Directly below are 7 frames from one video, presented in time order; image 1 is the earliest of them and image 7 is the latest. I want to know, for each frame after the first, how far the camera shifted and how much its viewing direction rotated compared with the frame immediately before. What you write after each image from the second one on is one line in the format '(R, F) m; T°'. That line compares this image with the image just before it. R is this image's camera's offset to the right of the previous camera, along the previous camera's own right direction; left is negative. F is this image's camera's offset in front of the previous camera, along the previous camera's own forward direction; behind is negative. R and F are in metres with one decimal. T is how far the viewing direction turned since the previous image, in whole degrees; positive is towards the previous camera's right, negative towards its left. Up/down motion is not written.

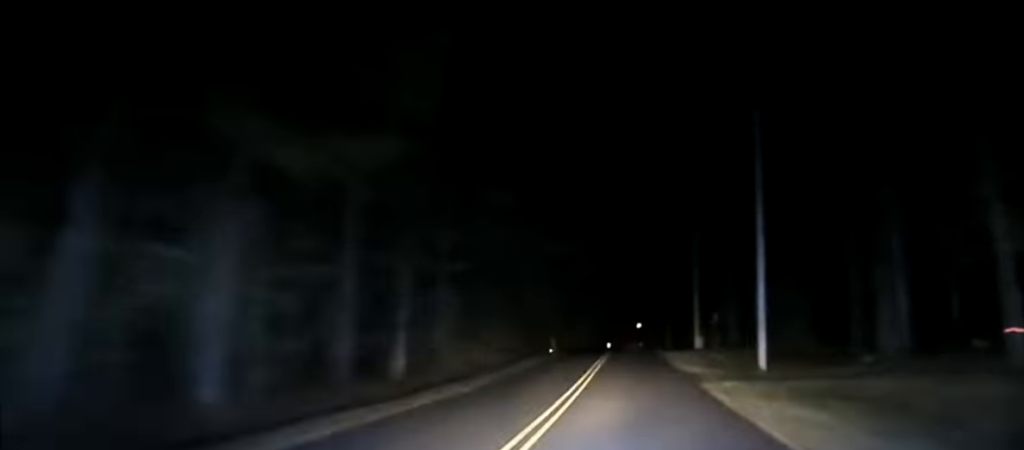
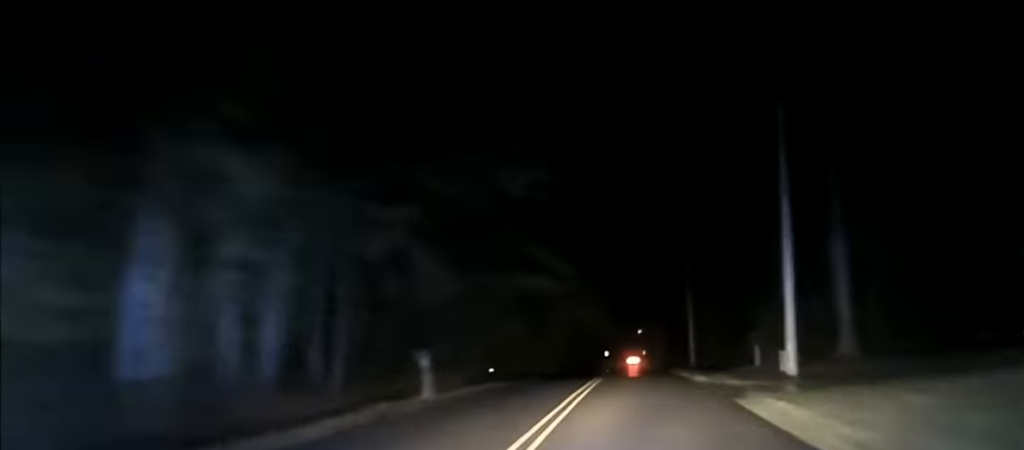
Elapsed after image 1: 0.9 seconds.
(-0.1, +43.3) m; 0°
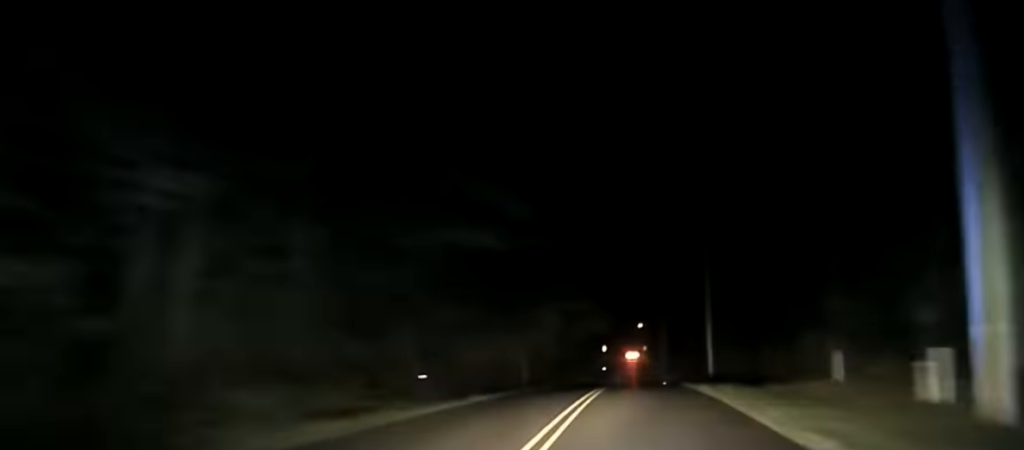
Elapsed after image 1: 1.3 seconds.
(-0.2, +18.2) m; 0°
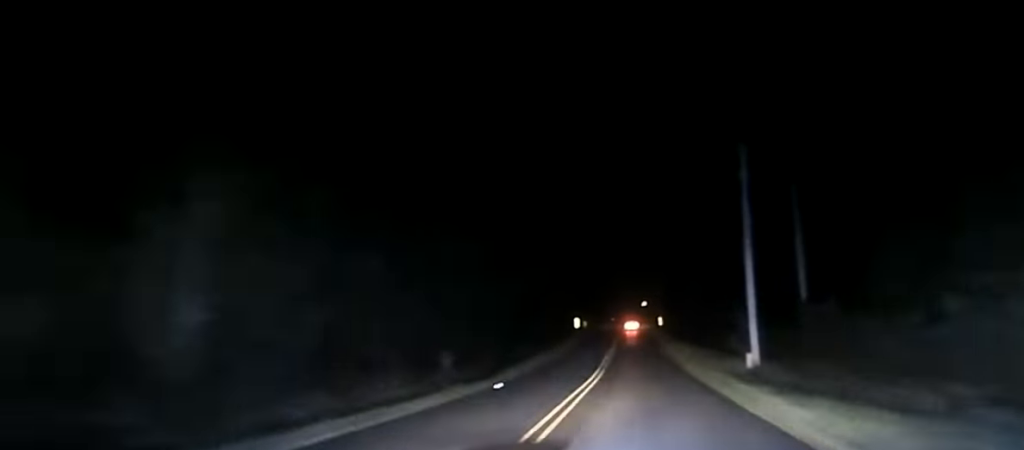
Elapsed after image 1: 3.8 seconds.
(+2.0, +116.7) m; +1°
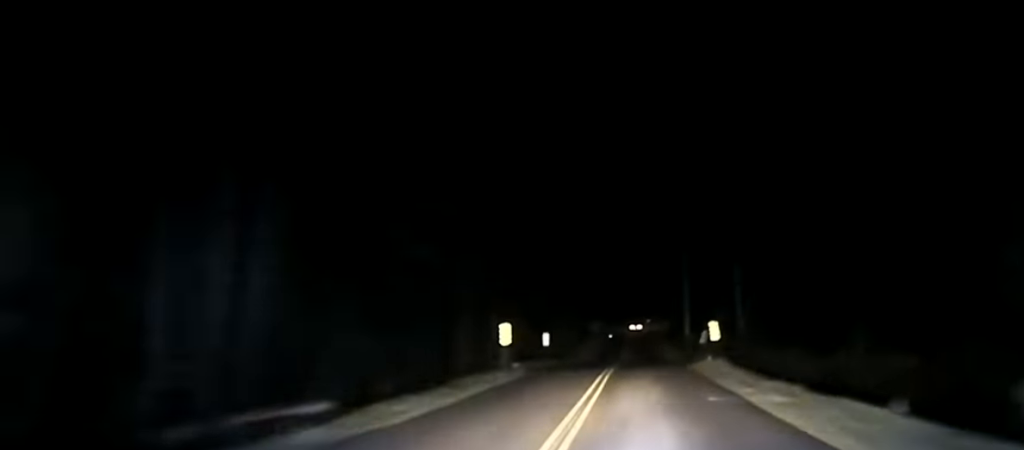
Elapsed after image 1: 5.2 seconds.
(-0.5, +68.6) m; 0°
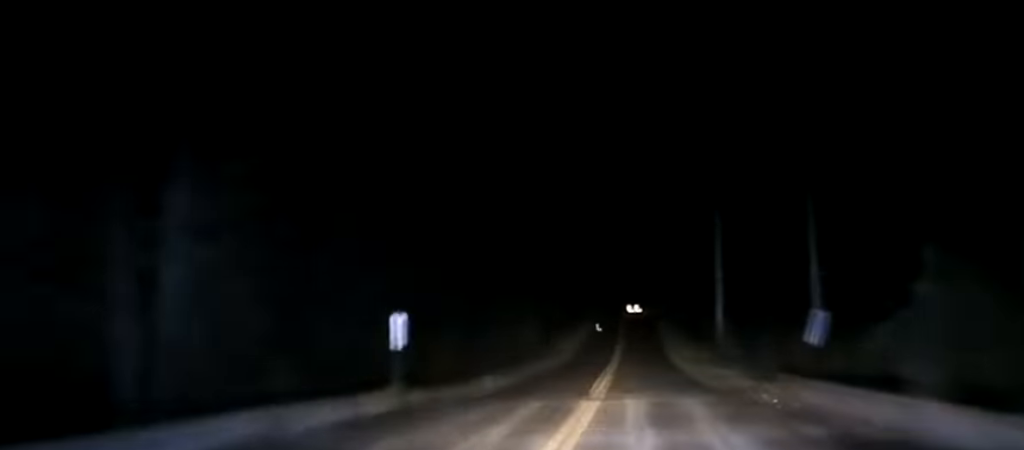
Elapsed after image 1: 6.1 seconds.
(+0.3, +43.1) m; 0°
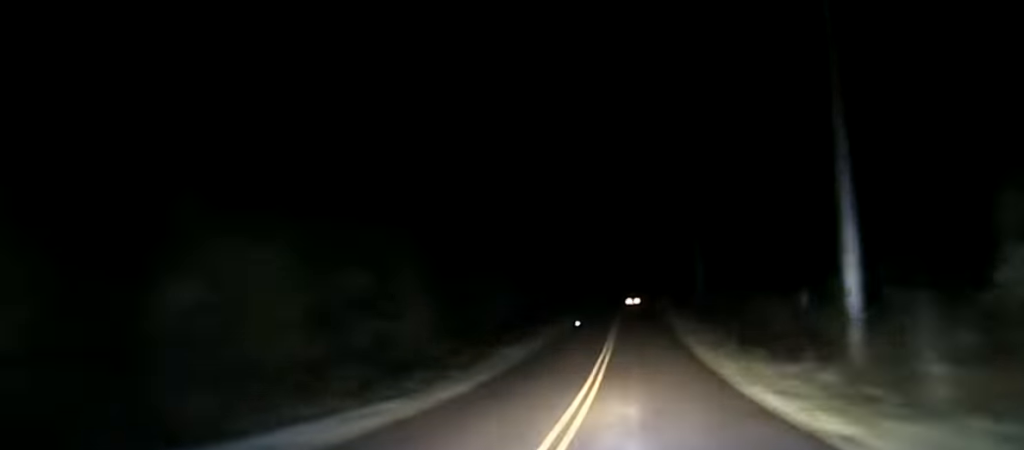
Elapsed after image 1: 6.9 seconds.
(+0.2, +37.6) m; 0°
